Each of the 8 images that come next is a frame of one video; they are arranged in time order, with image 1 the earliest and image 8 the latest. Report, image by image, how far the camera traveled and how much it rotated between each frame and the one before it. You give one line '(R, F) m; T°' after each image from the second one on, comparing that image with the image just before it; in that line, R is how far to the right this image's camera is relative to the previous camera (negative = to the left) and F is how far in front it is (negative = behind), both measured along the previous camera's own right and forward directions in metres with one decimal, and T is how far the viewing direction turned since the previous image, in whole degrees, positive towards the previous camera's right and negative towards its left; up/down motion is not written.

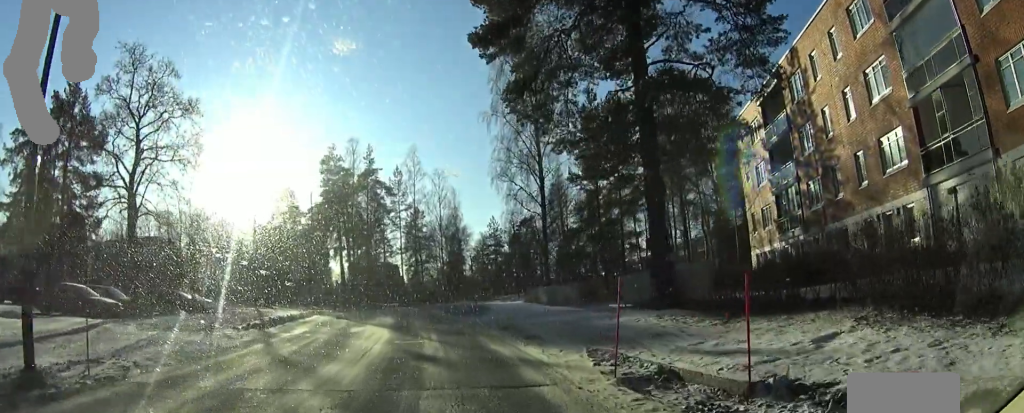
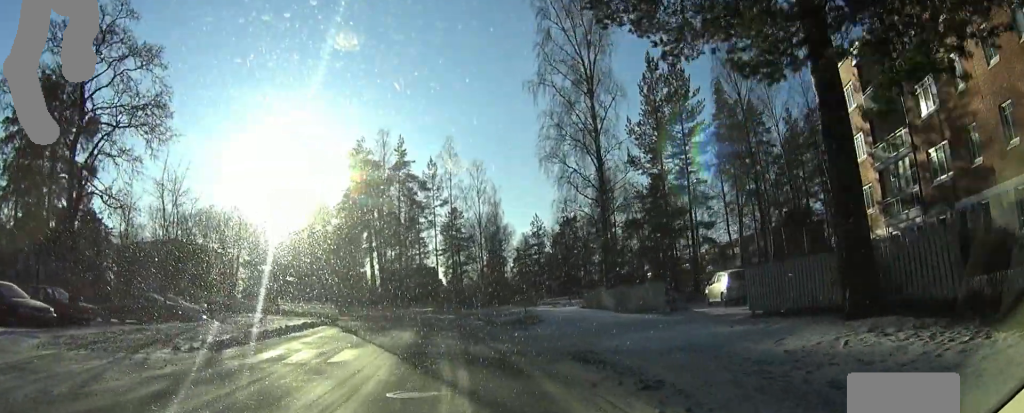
(-0.4, +7.2) m; -4°
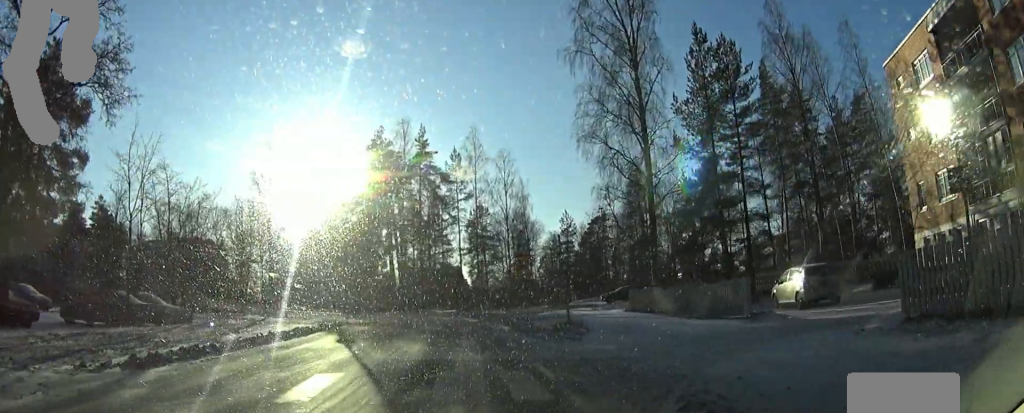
(+0.1, +4.9) m; -4°
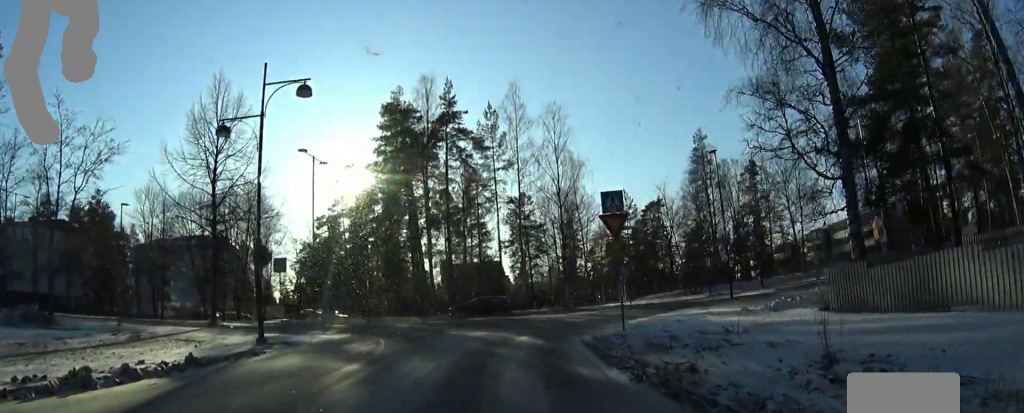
(-1.5, +15.5) m; -5°
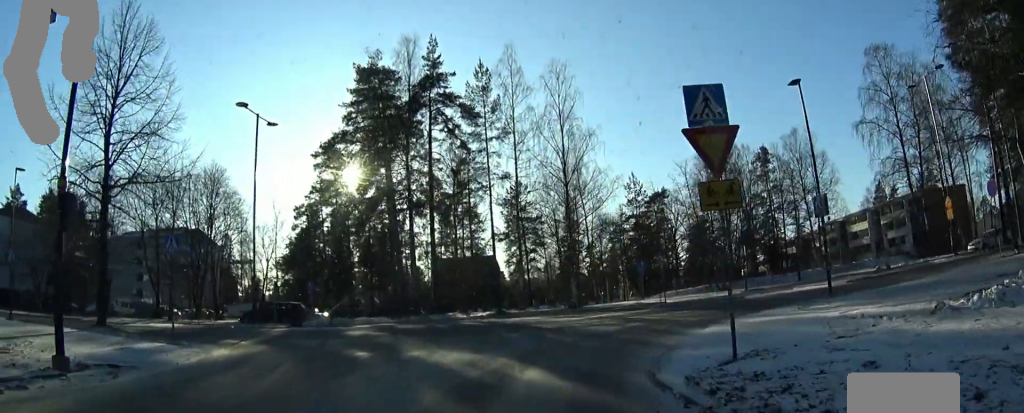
(+0.4, +9.2) m; +4°
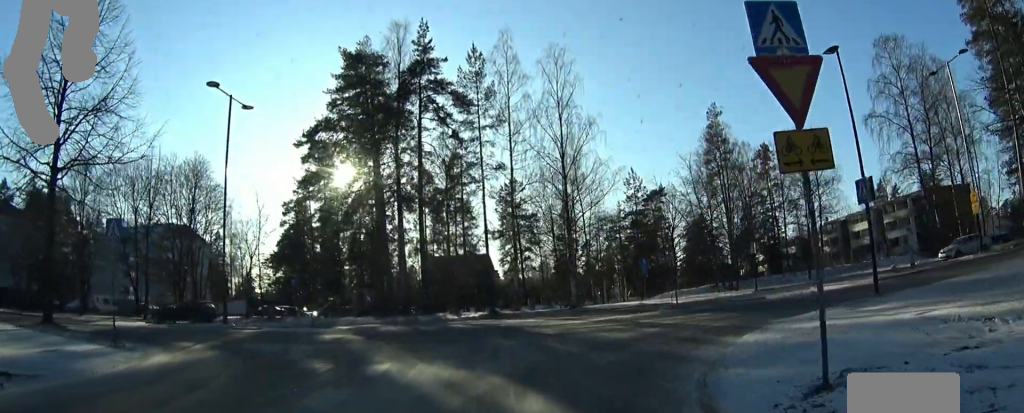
(0.0, +3.1) m; +2°
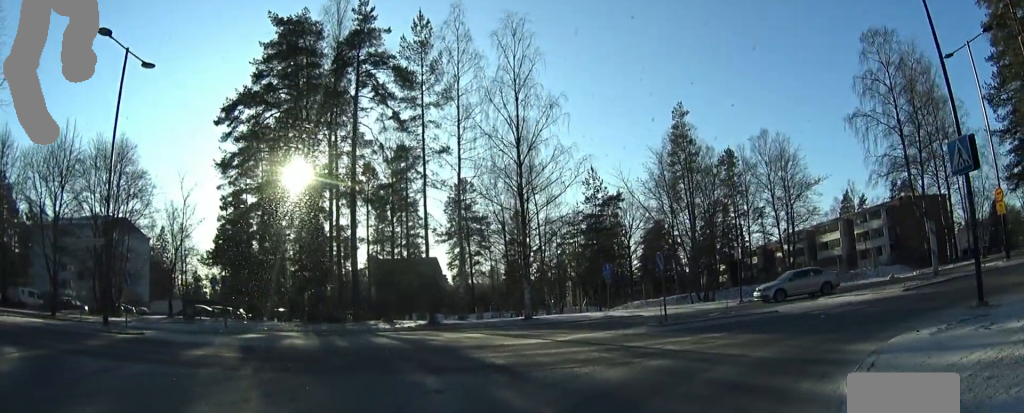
(+0.5, +6.1) m; +7°
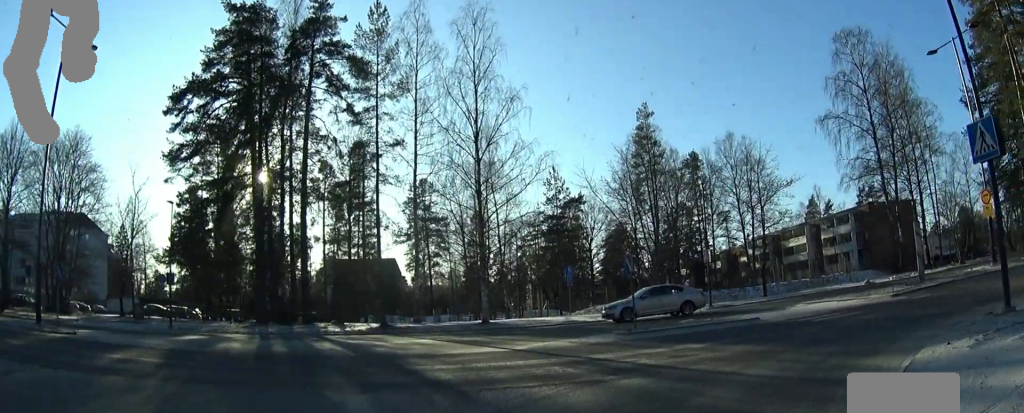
(0.0, +2.3) m; +3°
